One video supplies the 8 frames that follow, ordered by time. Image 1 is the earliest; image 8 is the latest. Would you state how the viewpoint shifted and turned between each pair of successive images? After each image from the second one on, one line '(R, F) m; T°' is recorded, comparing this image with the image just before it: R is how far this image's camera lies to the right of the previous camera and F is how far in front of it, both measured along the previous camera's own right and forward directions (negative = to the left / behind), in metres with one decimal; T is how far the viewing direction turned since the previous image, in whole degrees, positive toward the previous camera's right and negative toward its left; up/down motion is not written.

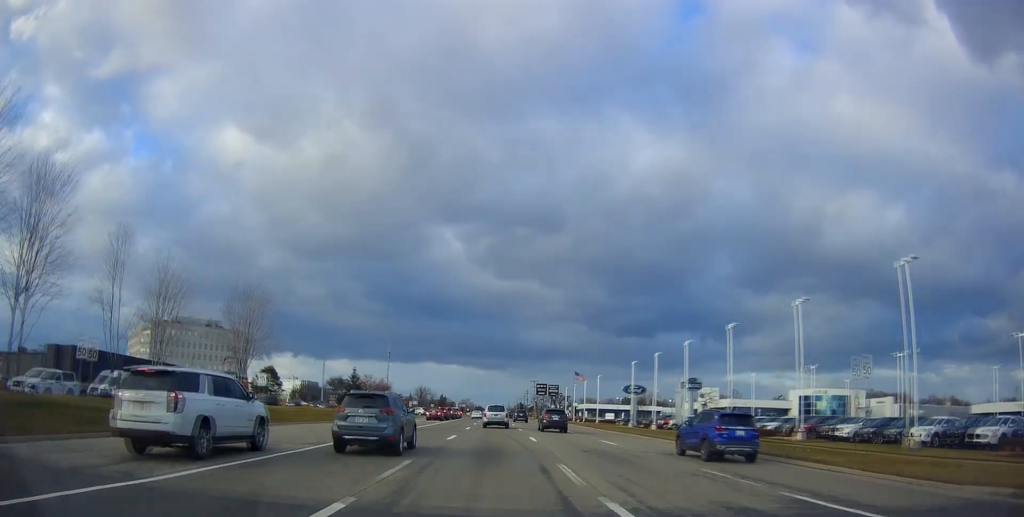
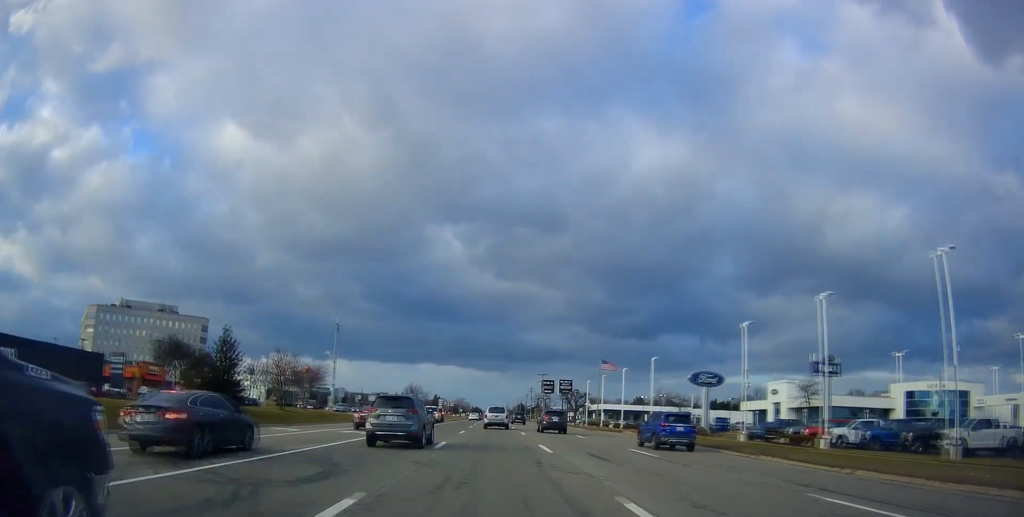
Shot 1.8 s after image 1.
(-0.5, +37.1) m; -1°
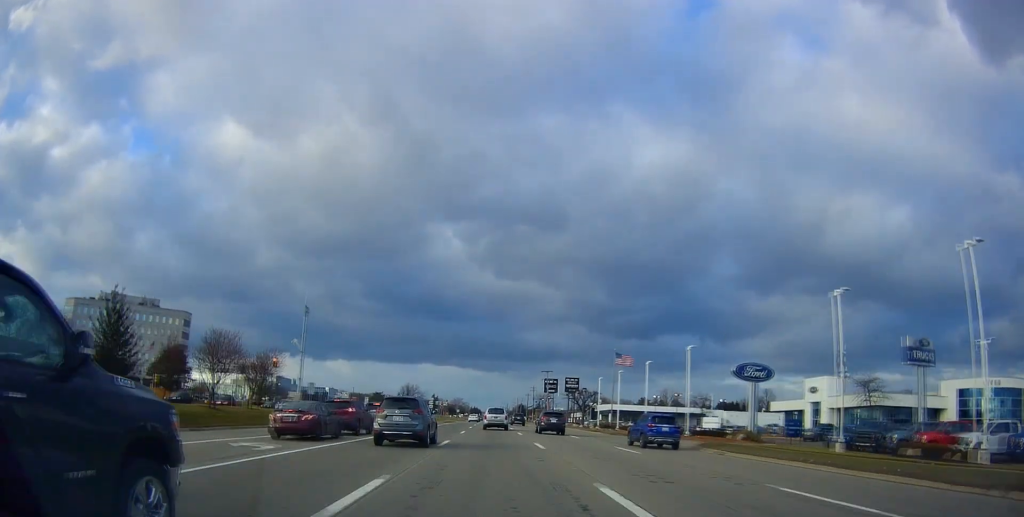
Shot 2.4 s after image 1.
(0.0, +13.3) m; +1°
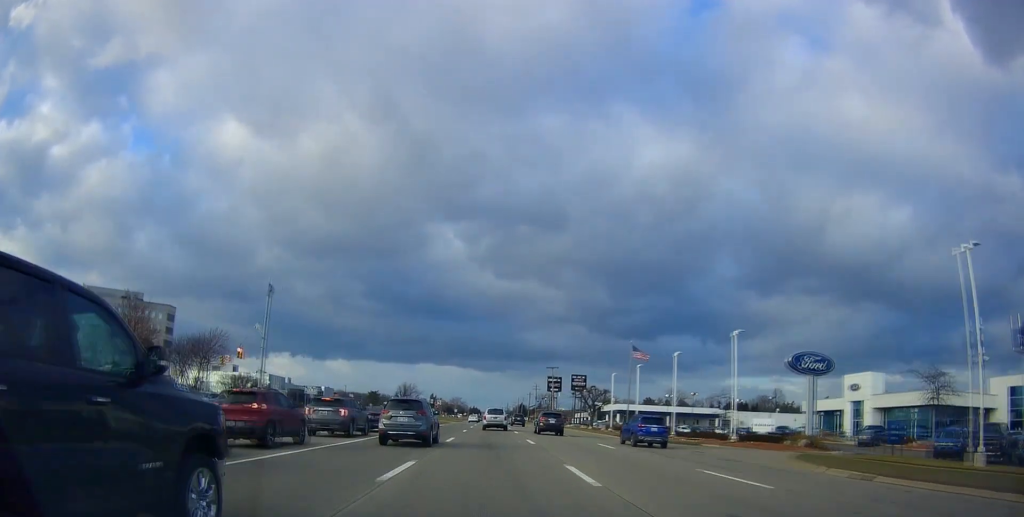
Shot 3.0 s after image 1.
(+0.3, +11.3) m; +1°
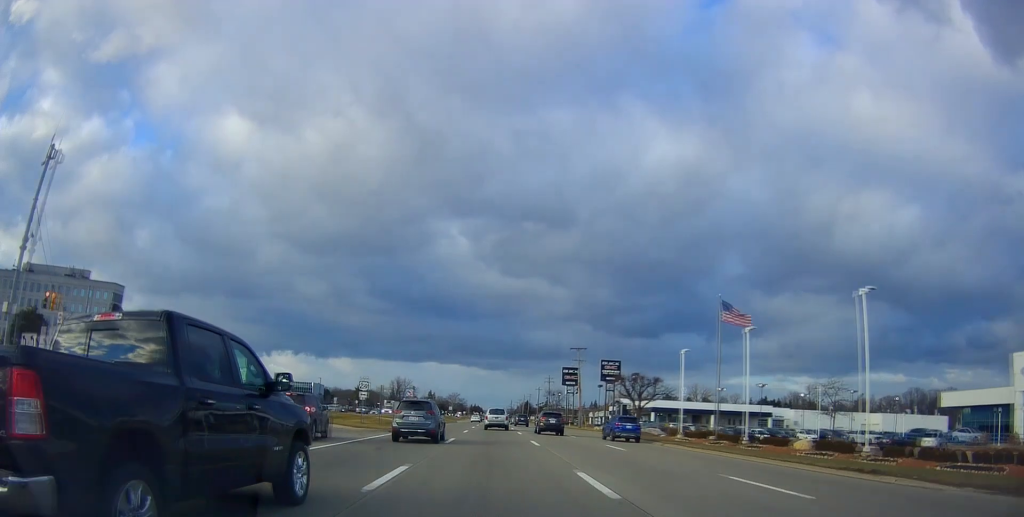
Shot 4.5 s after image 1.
(-0.2, +32.2) m; -1°
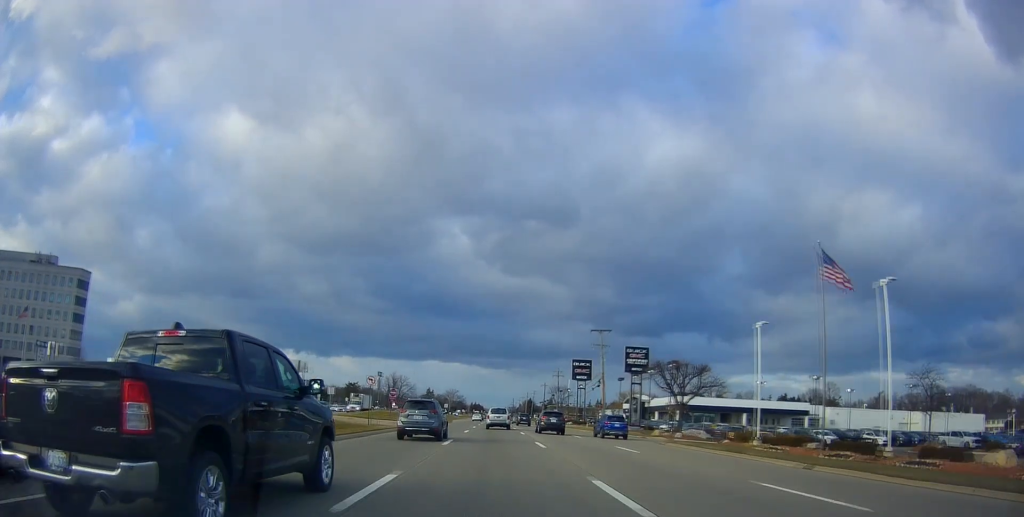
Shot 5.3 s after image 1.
(-0.2, +16.9) m; 0°
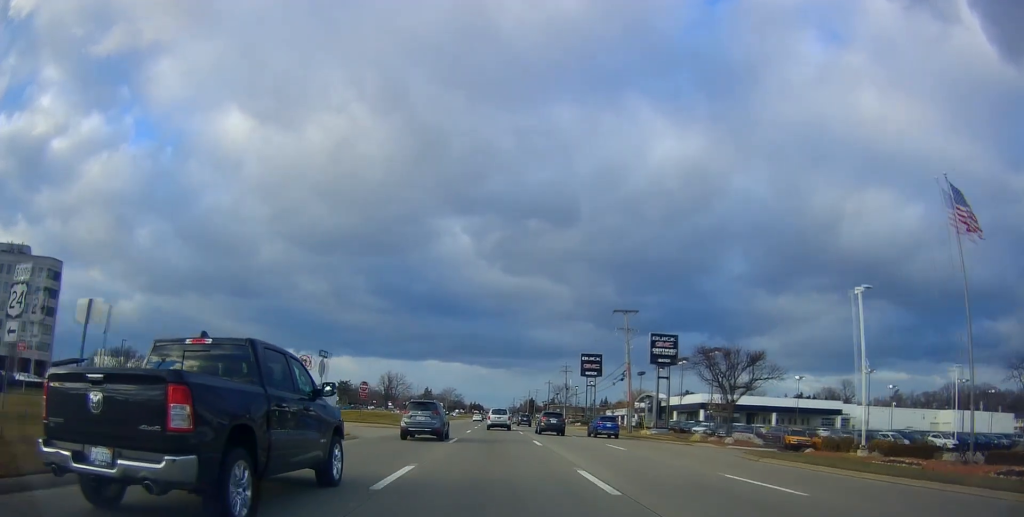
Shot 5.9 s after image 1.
(+0.3, +12.9) m; -1°
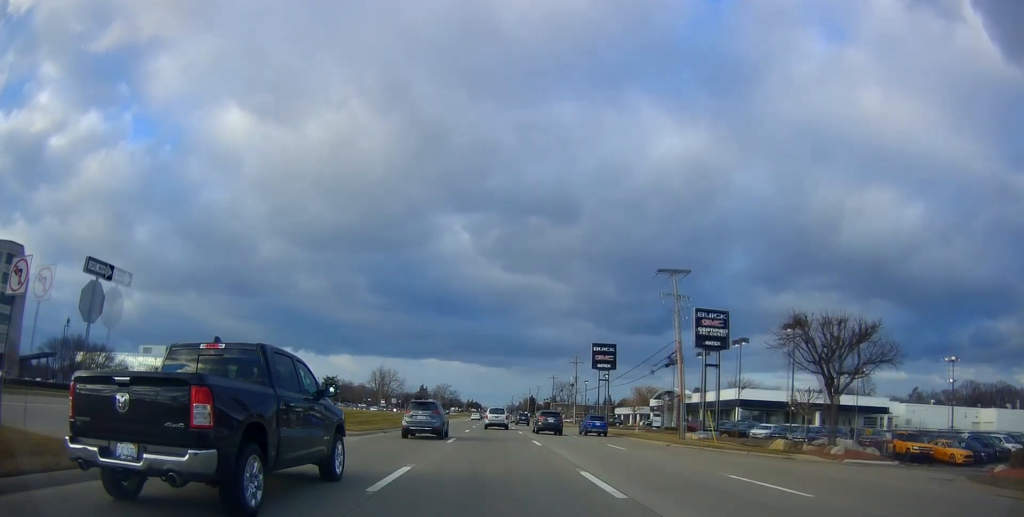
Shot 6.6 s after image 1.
(-0.3, +15.8) m; 0°
